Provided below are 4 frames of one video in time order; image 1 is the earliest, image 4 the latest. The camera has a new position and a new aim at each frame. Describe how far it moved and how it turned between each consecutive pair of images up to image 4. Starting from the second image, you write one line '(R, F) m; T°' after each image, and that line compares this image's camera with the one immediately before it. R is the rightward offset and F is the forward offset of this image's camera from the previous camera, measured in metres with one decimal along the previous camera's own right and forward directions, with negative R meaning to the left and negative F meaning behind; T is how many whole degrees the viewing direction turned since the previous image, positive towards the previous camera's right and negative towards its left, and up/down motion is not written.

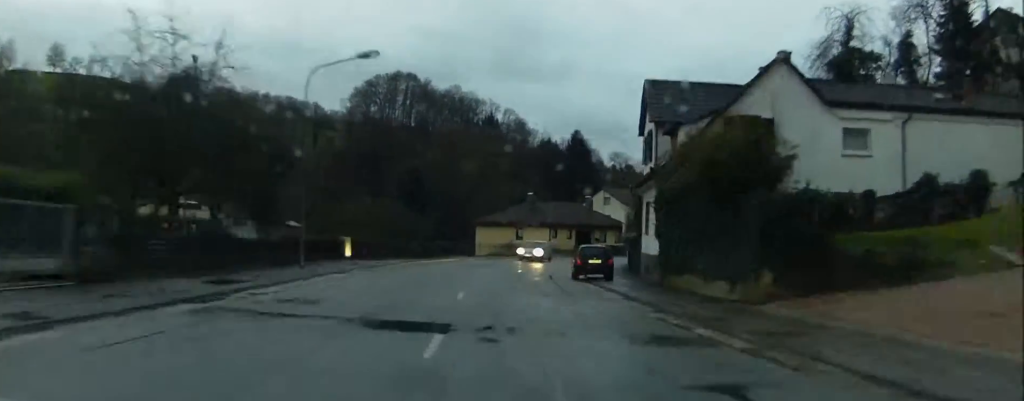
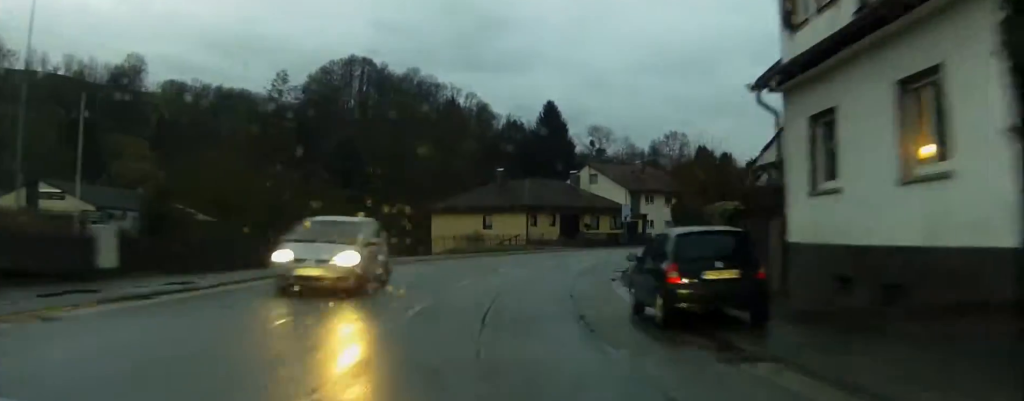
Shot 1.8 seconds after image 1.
(+0.6, +22.1) m; +3°
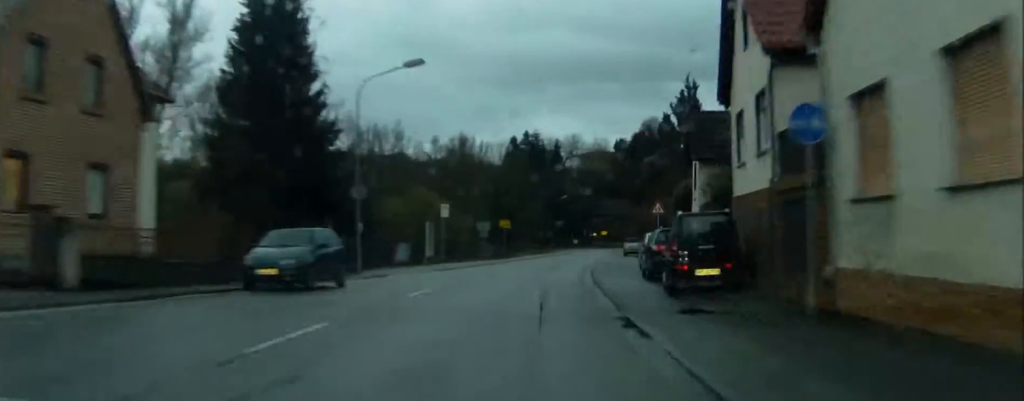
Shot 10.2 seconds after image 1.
(+37.4, +99.3) m; +45°
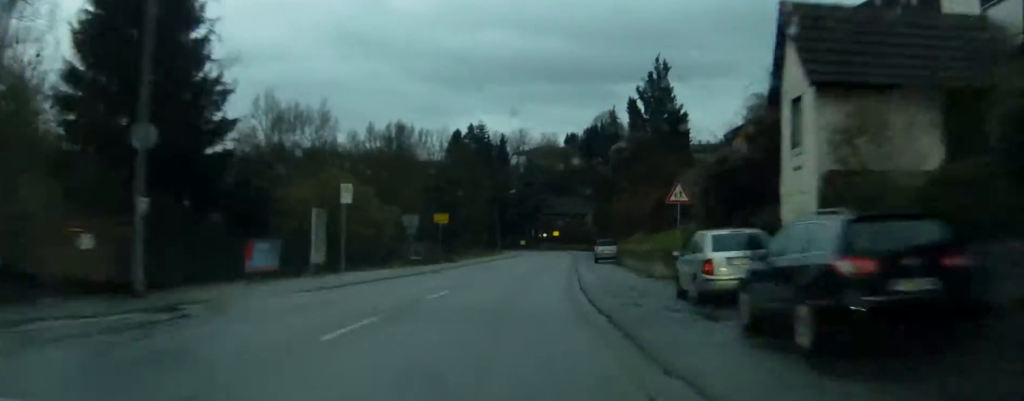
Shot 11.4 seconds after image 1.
(+0.7, +16.1) m; +5°
